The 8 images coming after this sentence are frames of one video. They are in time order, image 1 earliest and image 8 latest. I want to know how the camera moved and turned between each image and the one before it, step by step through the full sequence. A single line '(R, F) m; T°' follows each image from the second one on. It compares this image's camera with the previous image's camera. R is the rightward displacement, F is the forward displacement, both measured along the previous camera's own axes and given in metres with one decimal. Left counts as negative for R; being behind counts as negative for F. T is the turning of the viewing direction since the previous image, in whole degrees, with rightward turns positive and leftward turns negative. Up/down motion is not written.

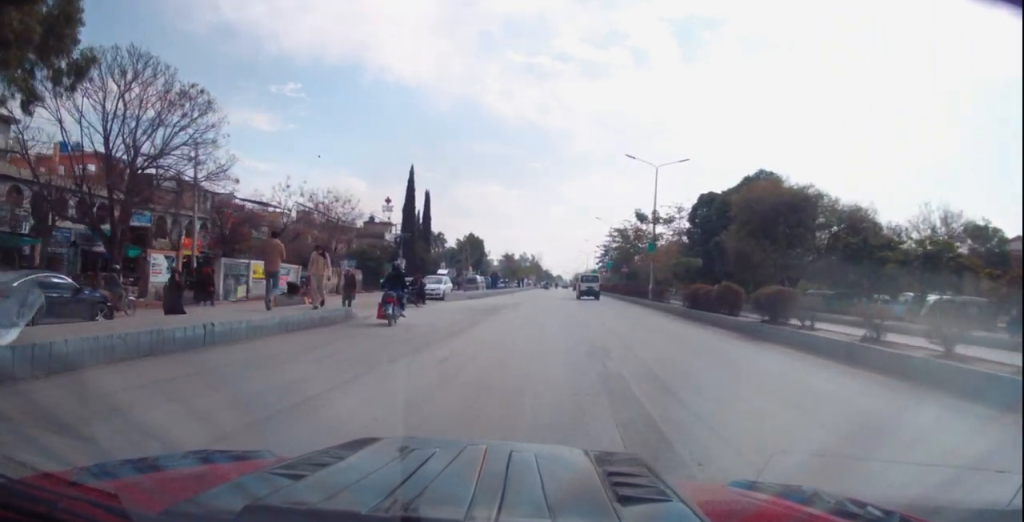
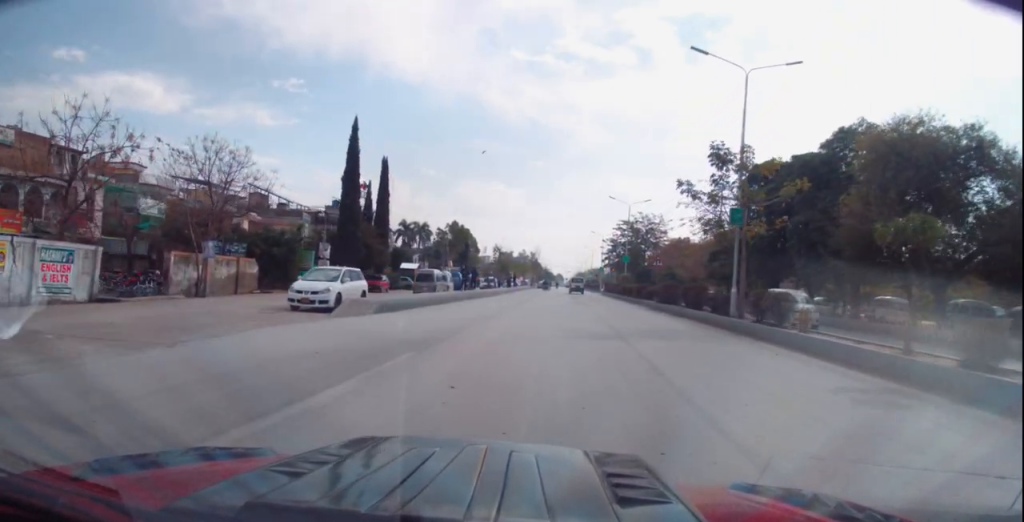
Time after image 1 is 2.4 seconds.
(-1.1, +19.9) m; -4°
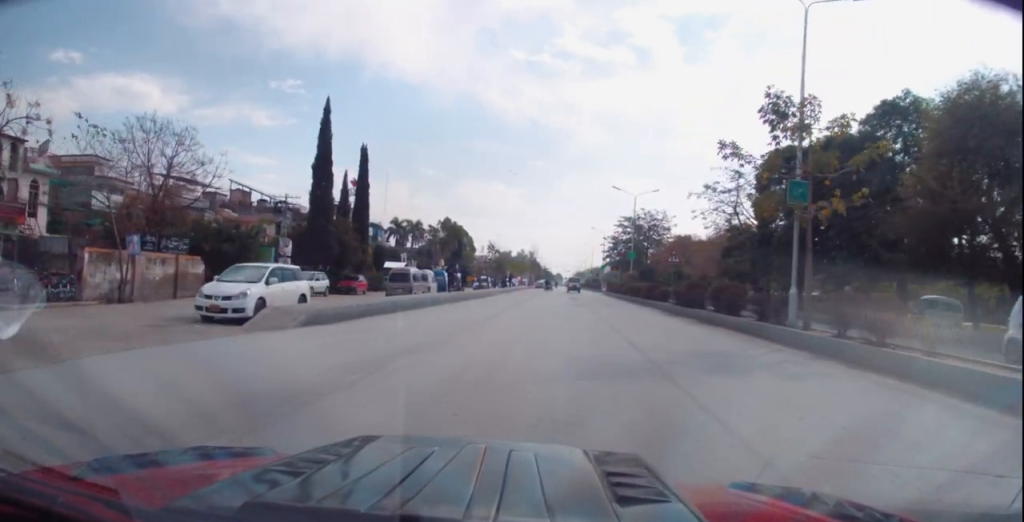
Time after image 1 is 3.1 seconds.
(+0.1, +5.9) m; +3°
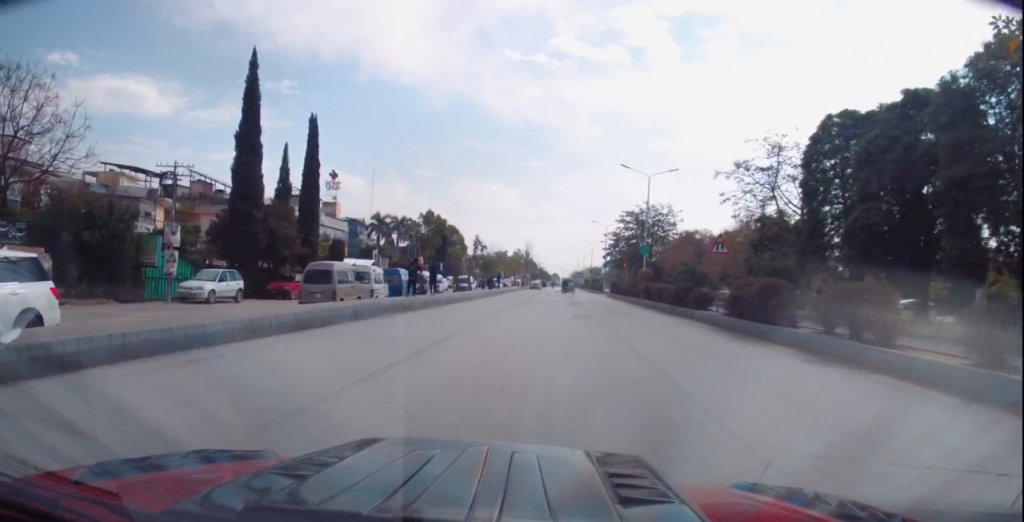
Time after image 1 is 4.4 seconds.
(+0.5, +10.4) m; +2°
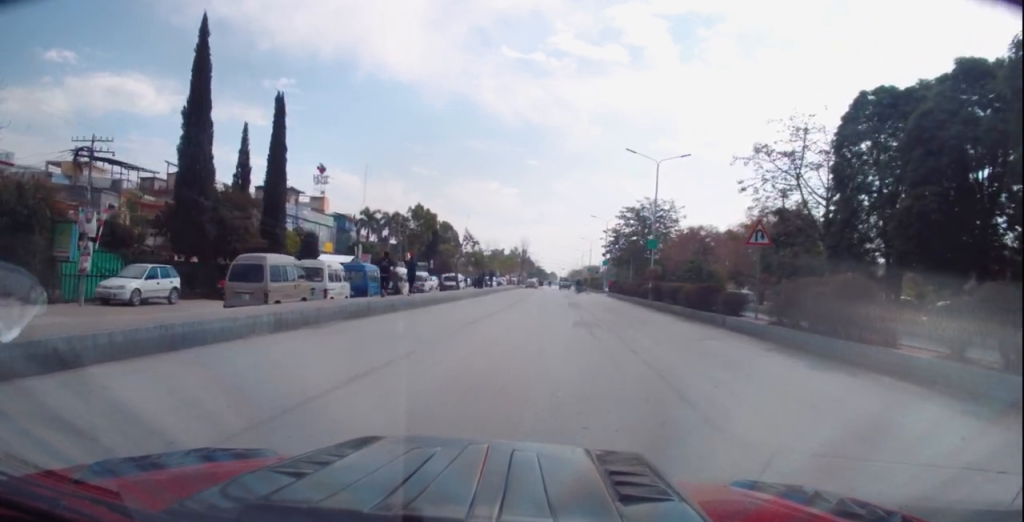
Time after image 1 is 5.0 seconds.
(0.0, +4.8) m; -1°
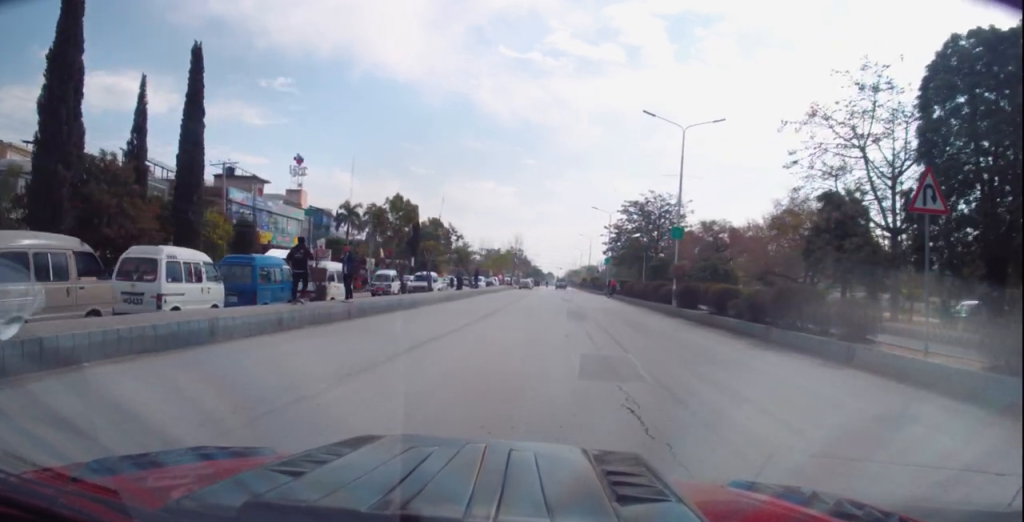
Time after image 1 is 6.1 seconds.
(-0.2, +9.3) m; -1°
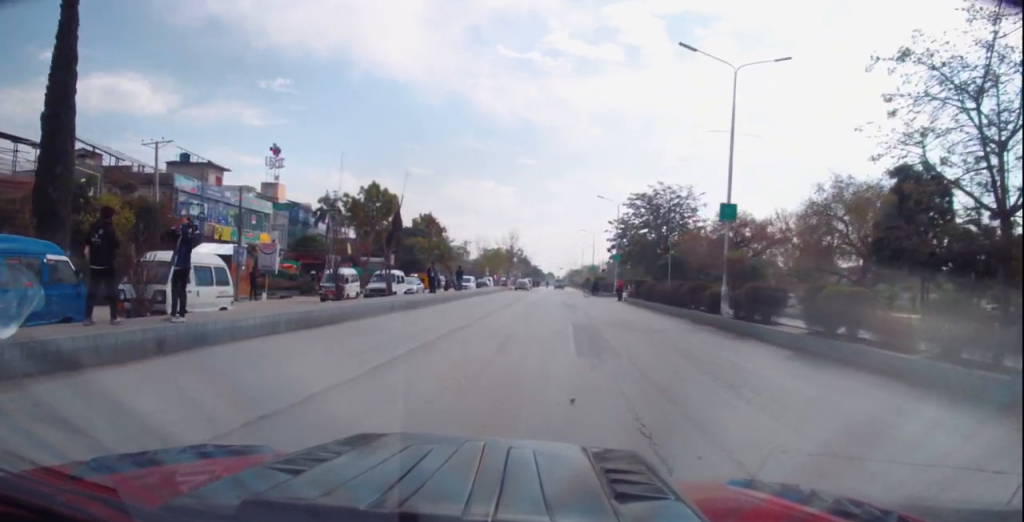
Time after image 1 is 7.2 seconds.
(0.0, +9.3) m; +1°
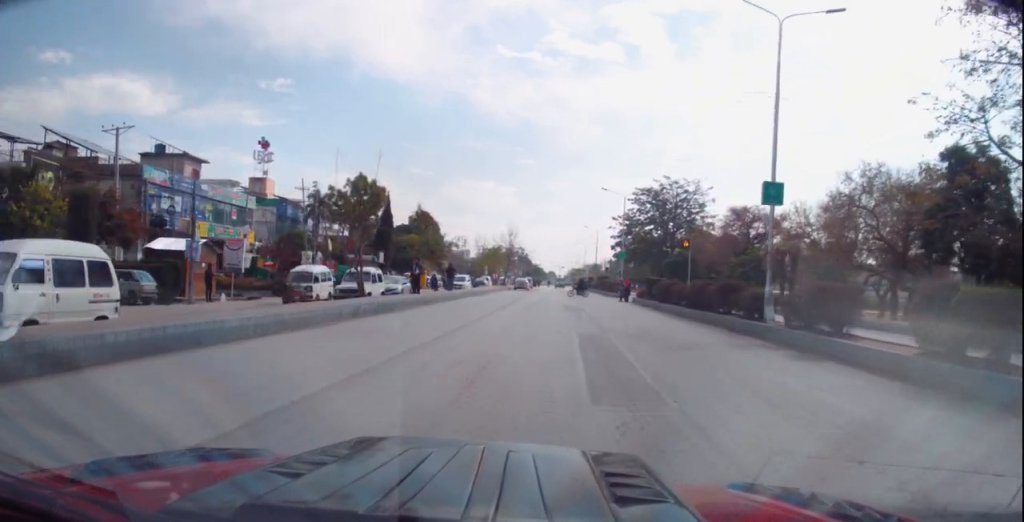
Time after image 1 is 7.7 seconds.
(0.0, +4.5) m; +1°
